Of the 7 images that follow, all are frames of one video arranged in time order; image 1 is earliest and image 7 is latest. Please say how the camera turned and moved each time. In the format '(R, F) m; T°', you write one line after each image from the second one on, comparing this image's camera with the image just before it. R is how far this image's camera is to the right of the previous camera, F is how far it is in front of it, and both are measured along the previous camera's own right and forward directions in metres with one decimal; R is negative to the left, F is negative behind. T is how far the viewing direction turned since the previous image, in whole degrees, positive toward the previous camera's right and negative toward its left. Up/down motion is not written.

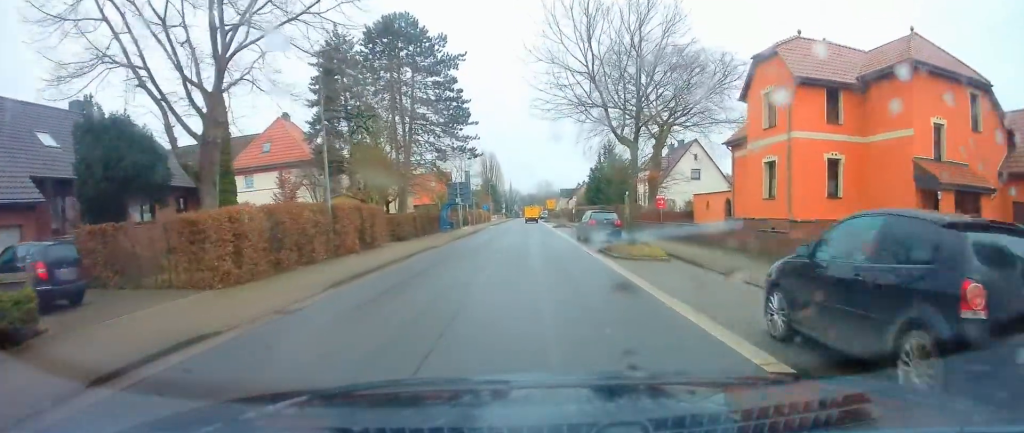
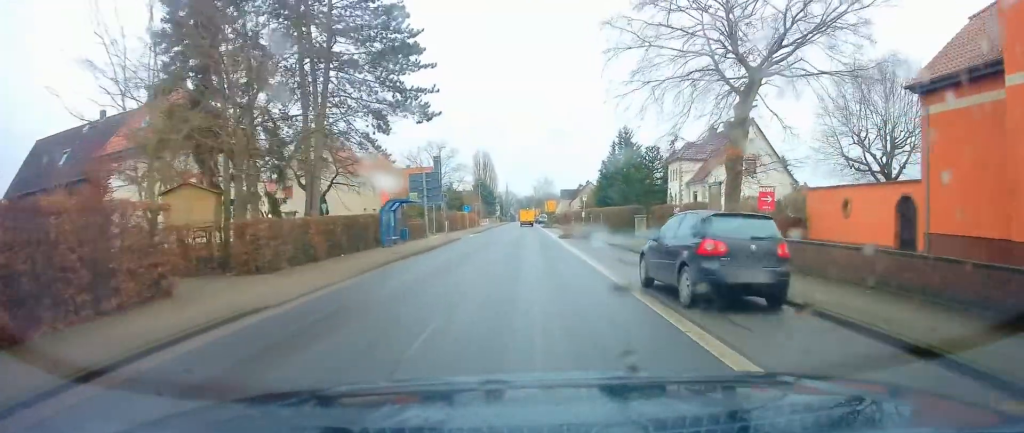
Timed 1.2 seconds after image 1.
(+0.5, +17.7) m; 0°
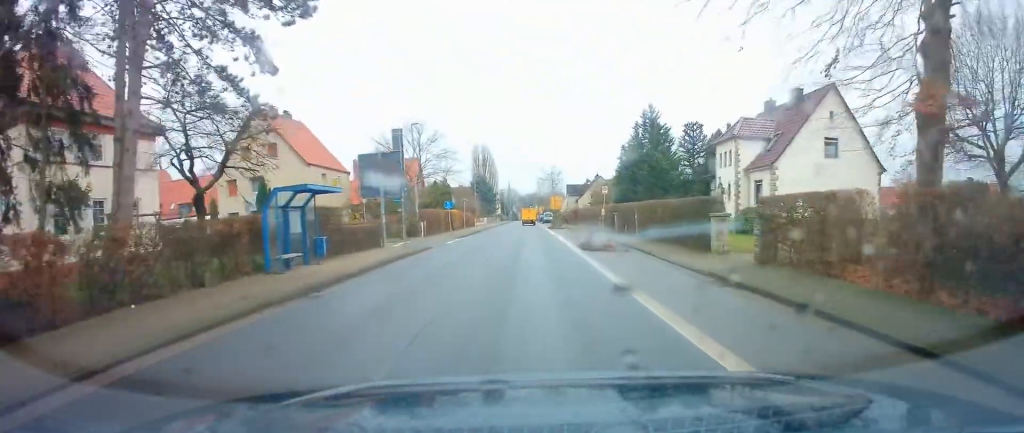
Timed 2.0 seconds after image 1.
(-0.4, +13.5) m; 0°
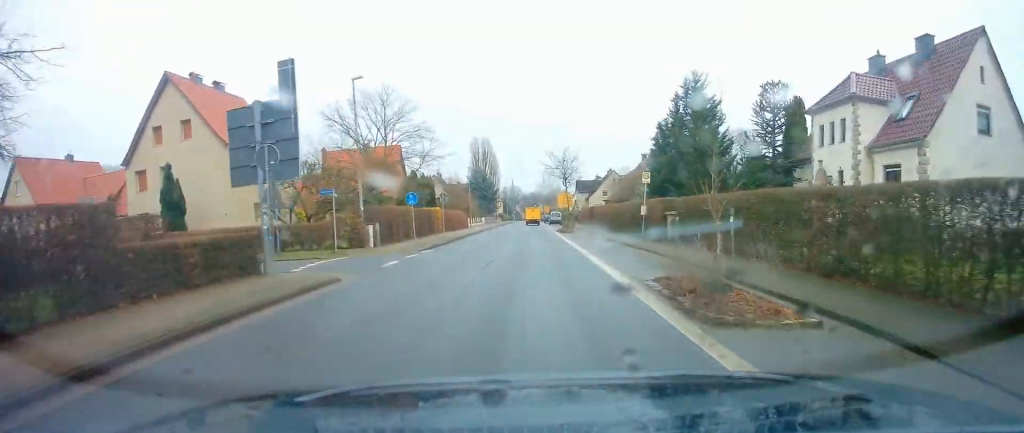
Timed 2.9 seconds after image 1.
(+0.2, +14.3) m; +1°
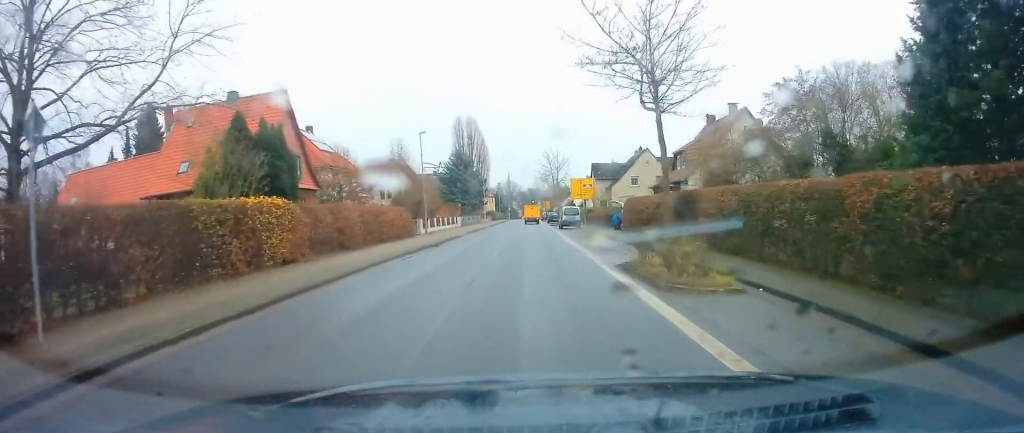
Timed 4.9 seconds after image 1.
(-0.5, +31.9) m; -2°
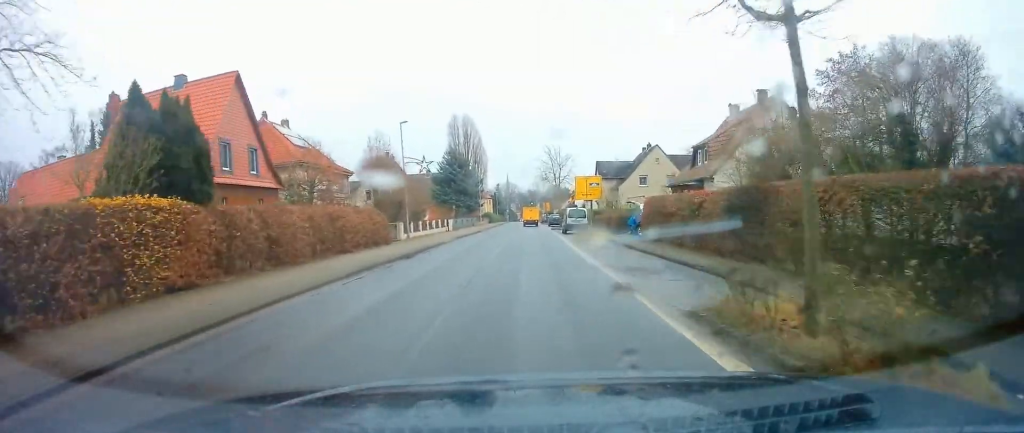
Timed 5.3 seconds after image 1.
(-0.2, +6.4) m; 0°
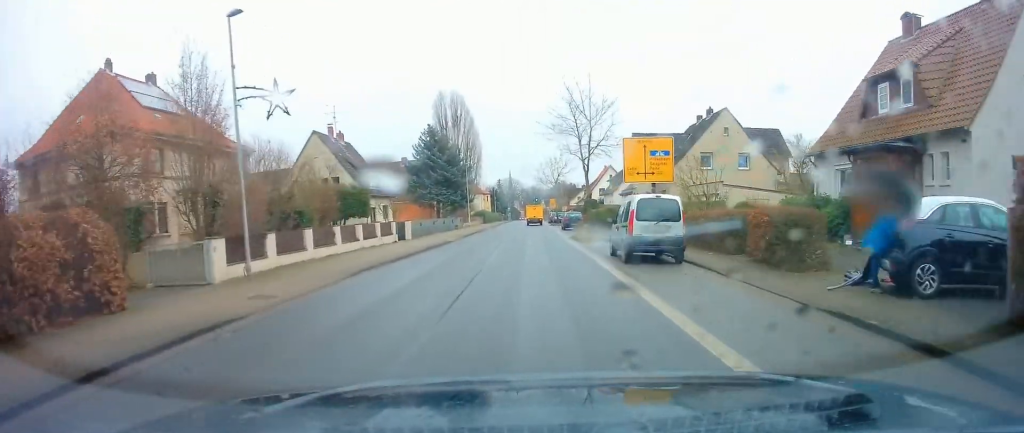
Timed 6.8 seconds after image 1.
(+0.3, +23.2) m; 0°
